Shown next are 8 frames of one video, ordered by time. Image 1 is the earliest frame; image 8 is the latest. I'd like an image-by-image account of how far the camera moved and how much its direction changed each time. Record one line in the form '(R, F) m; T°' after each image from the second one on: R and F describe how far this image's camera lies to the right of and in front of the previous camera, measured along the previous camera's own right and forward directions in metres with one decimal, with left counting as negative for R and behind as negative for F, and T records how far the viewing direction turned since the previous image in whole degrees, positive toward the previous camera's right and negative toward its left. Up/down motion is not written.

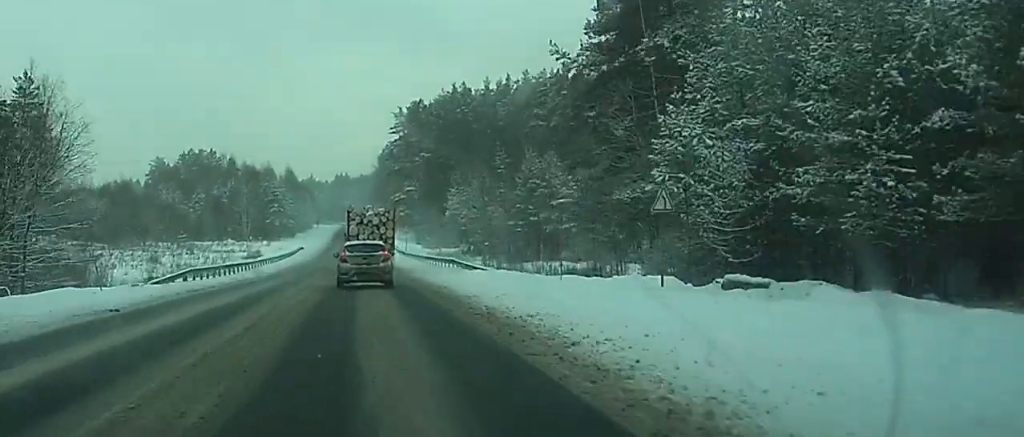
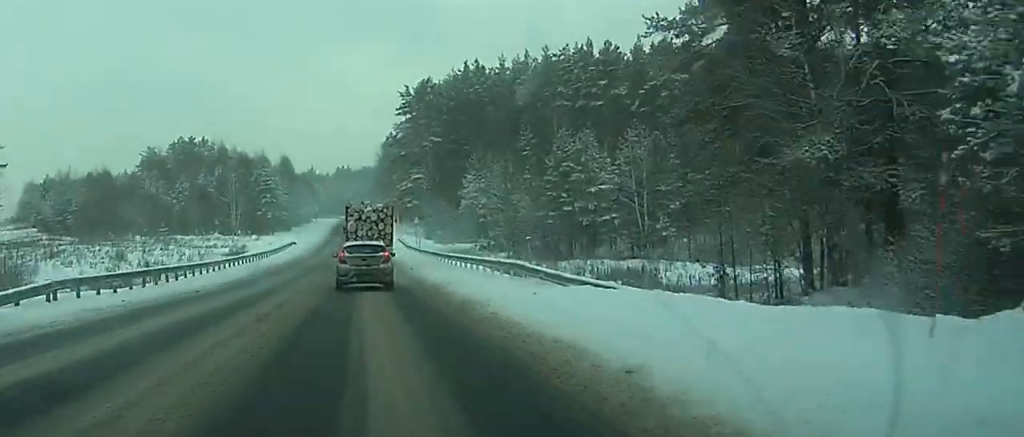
(0.0, +18.0) m; 0°
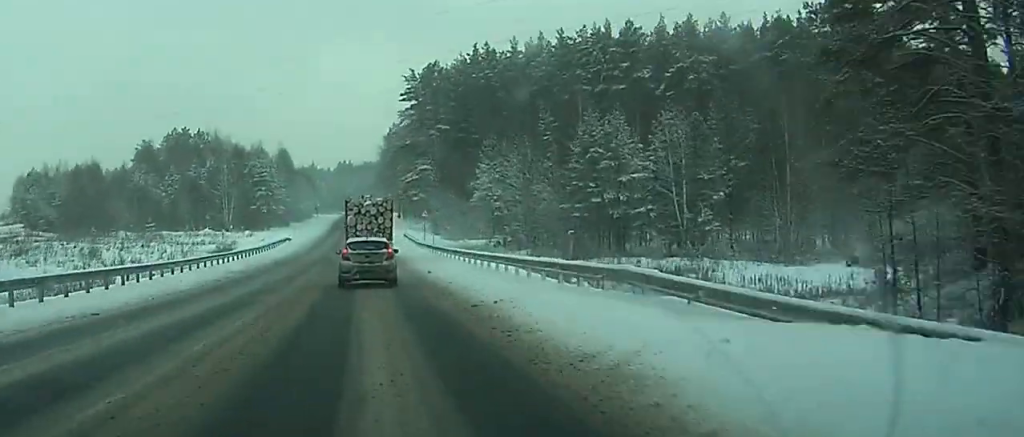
(0.0, +11.1) m; 0°
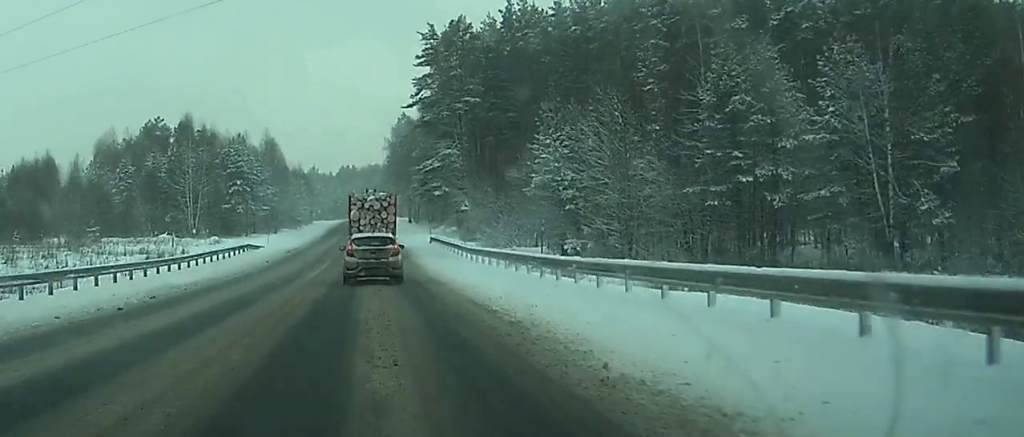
(-0.2, +33.4) m; -1°
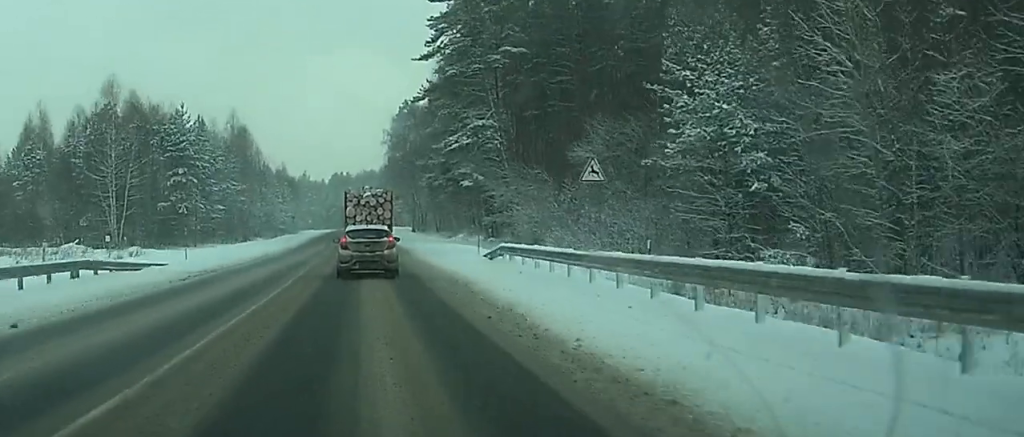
(0.0, +33.5) m; +1°
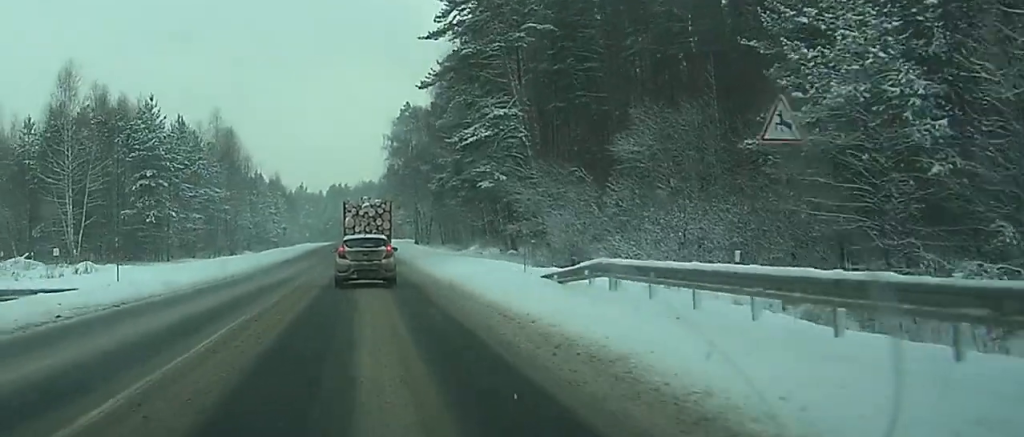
(+0.1, +11.9) m; 0°
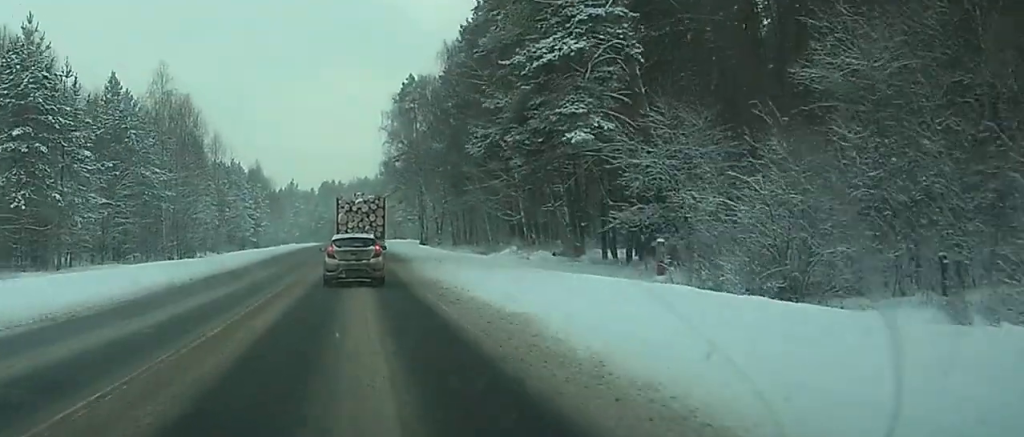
(0.0, +26.8) m; 0°
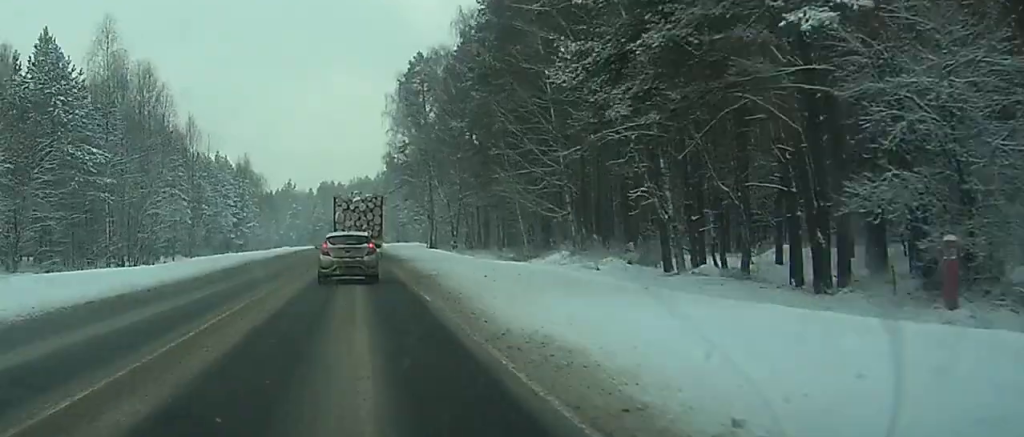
(0.0, +17.8) m; 0°
